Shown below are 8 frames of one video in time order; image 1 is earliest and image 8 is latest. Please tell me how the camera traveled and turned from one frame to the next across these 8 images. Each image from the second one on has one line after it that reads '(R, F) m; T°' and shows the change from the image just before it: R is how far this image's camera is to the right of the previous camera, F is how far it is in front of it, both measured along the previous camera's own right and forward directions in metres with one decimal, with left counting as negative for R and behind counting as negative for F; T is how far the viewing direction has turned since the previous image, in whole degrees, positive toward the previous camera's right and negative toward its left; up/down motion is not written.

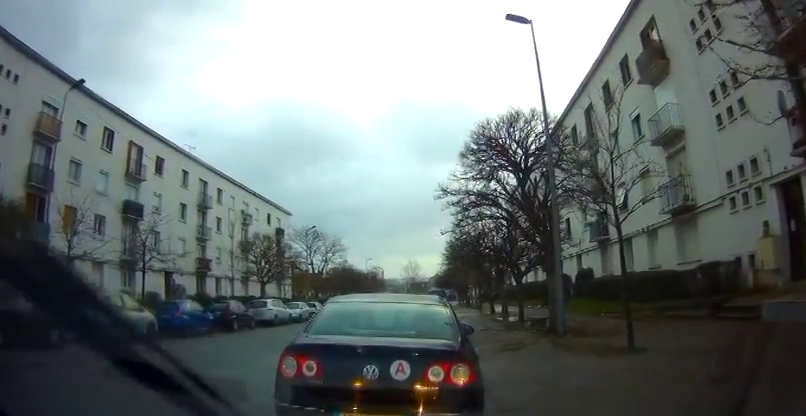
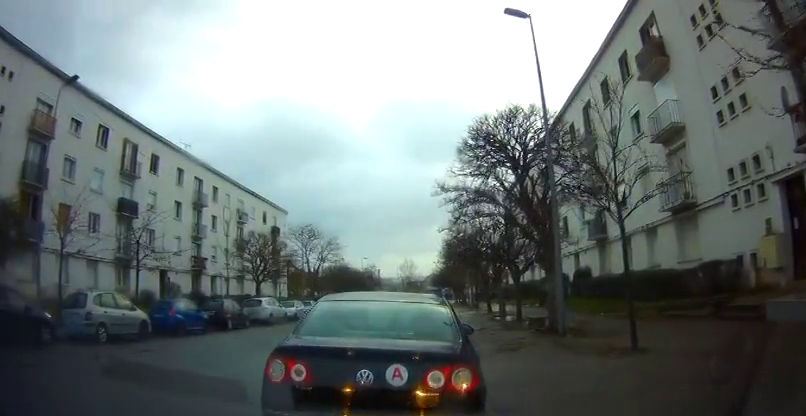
(0.0, +0.4) m; 0°
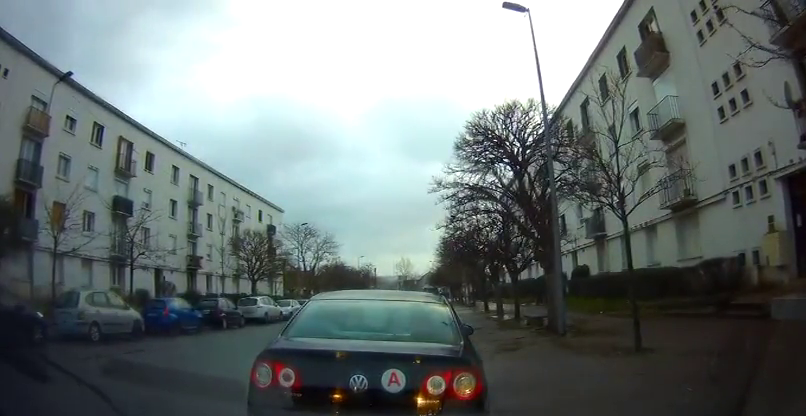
(0.0, +0.5) m; 0°
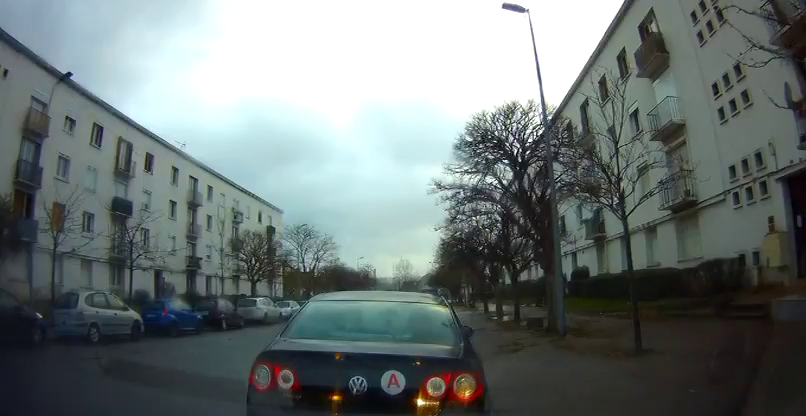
(+0.1, +0.3) m; 0°
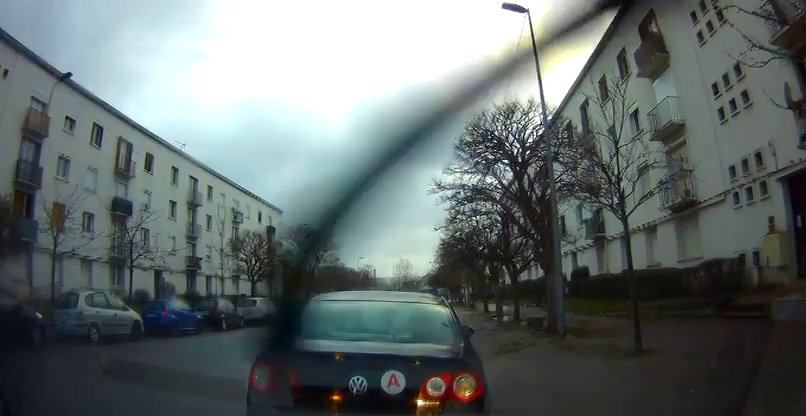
(0.0, 0.0) m; 0°
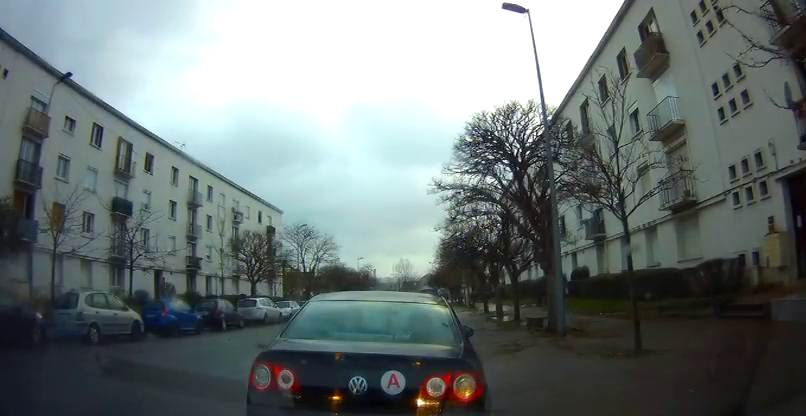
(0.0, +0.1) m; 0°
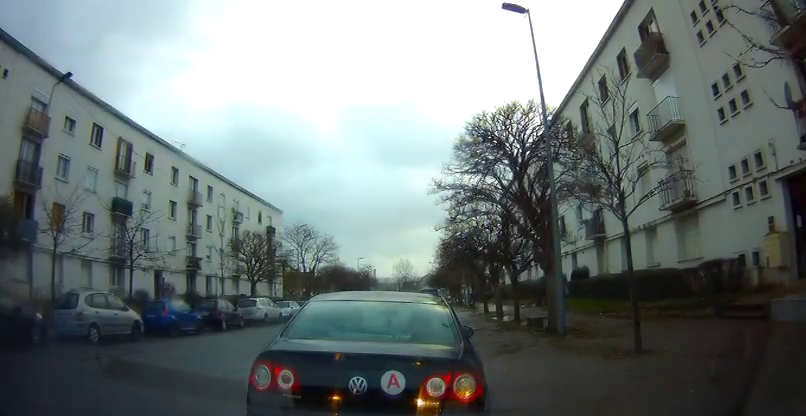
(0.0, +0.1) m; 0°
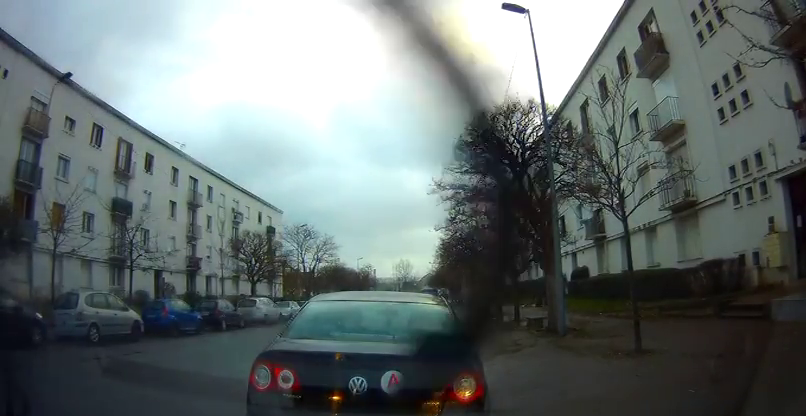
(0.0, +0.2) m; 0°
